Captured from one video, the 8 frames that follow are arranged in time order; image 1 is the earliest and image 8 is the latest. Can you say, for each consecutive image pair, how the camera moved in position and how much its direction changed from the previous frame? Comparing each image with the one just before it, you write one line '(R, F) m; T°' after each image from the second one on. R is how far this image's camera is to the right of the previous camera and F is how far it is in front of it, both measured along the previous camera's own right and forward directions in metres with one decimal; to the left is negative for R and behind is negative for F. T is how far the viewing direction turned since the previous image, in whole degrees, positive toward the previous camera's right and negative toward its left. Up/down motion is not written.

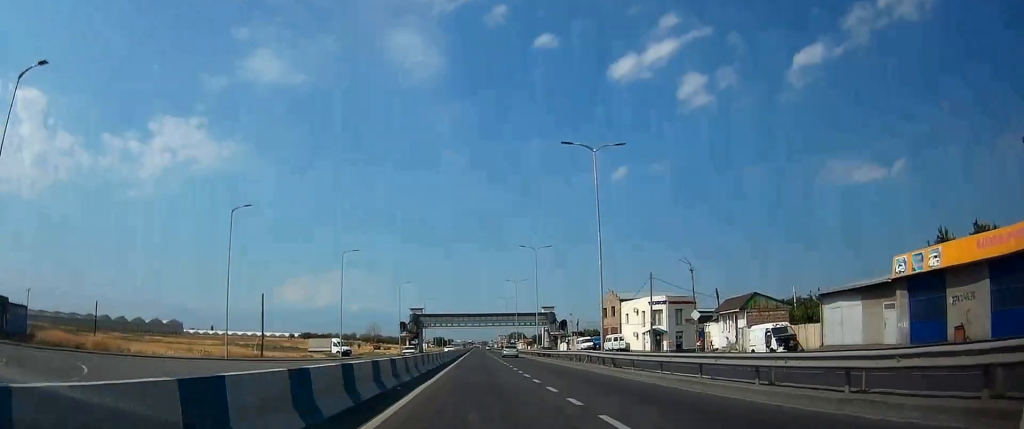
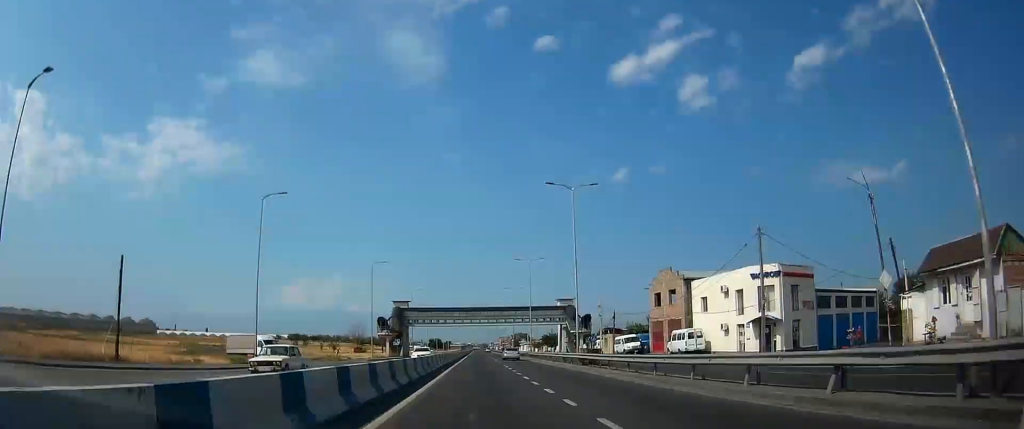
(-0.3, +27.4) m; -2°
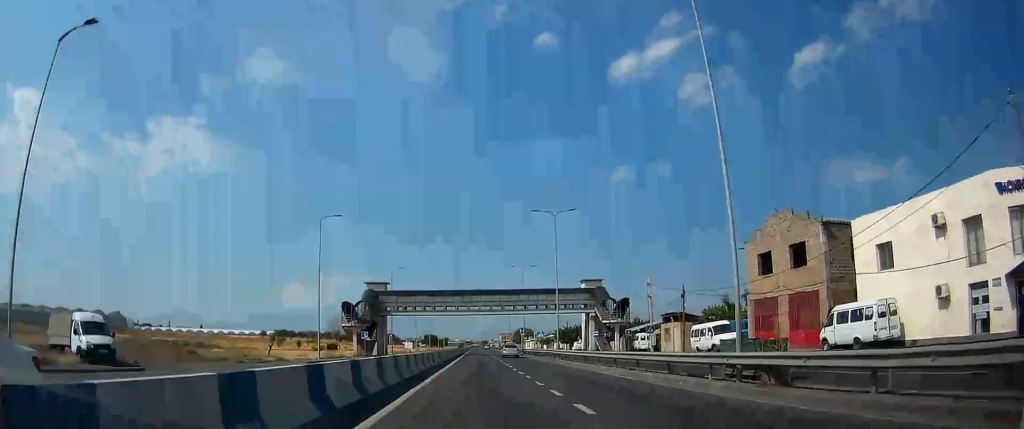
(+0.1, +26.0) m; +1°
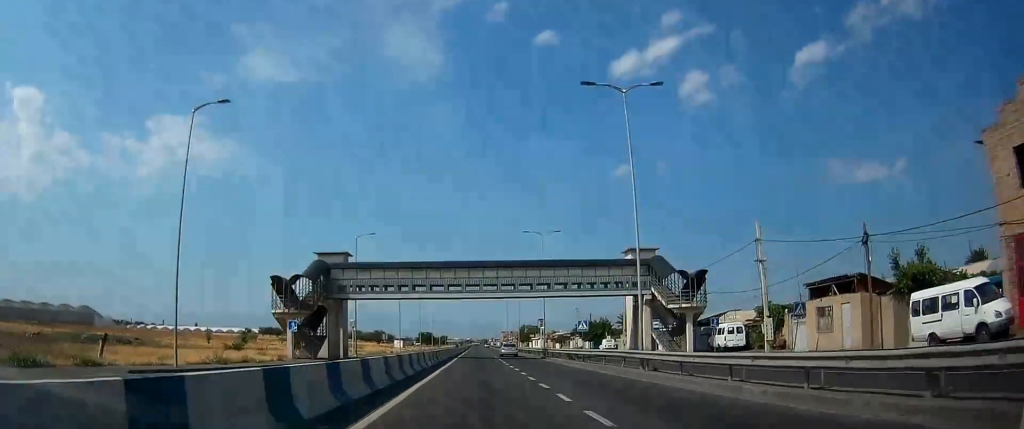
(-0.2, +25.0) m; -2°
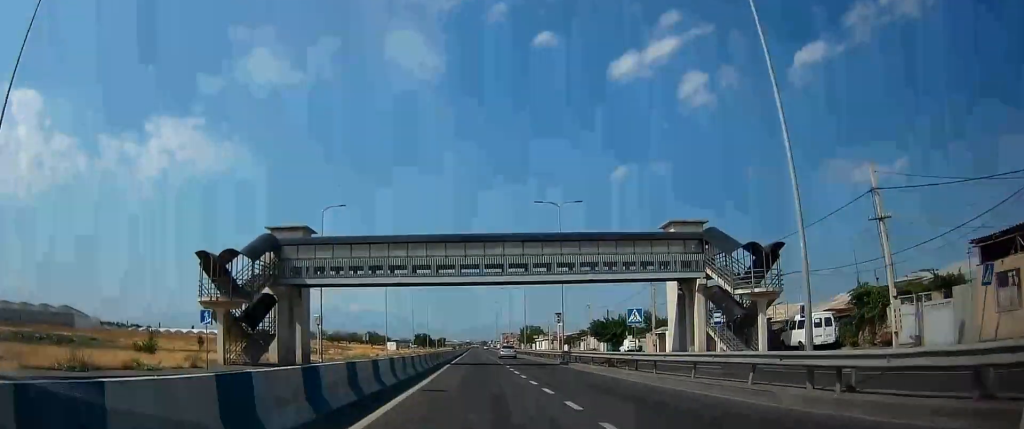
(-0.1, +12.9) m; 0°
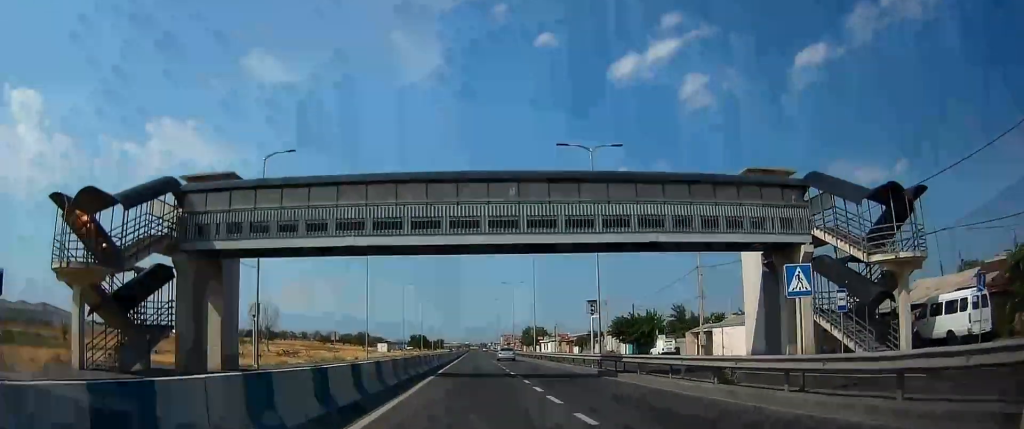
(+0.1, +13.7) m; +1°
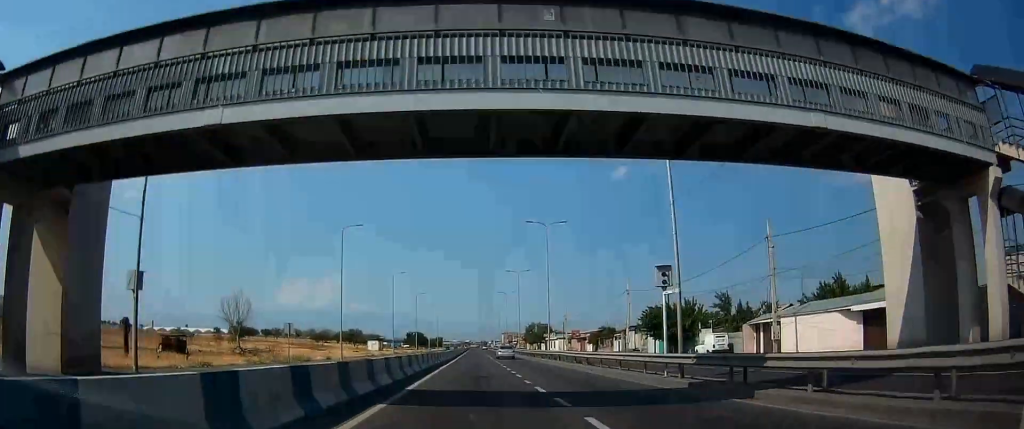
(+0.2, +12.8) m; +1°
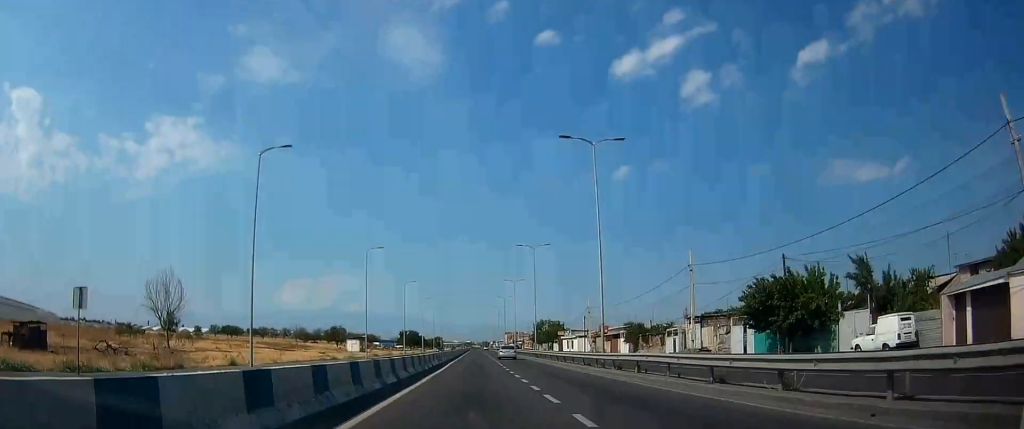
(-0.2, +22.5) m; -1°
